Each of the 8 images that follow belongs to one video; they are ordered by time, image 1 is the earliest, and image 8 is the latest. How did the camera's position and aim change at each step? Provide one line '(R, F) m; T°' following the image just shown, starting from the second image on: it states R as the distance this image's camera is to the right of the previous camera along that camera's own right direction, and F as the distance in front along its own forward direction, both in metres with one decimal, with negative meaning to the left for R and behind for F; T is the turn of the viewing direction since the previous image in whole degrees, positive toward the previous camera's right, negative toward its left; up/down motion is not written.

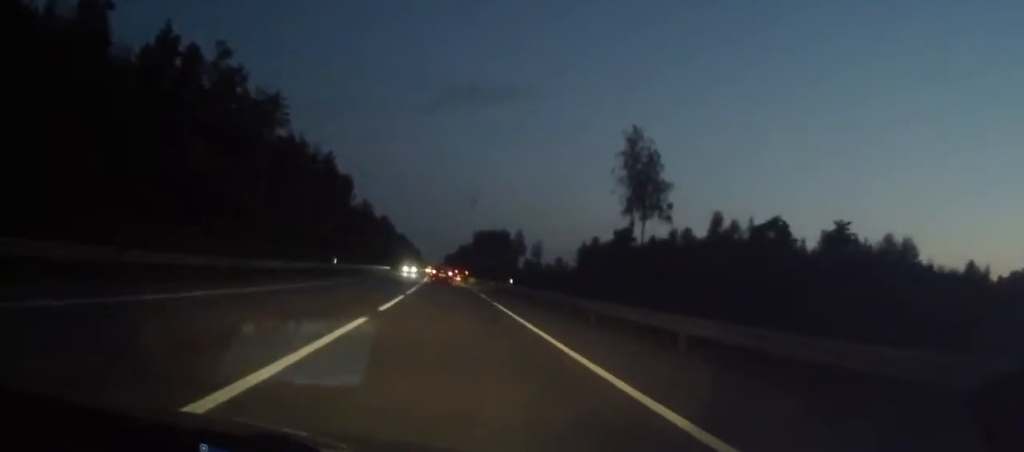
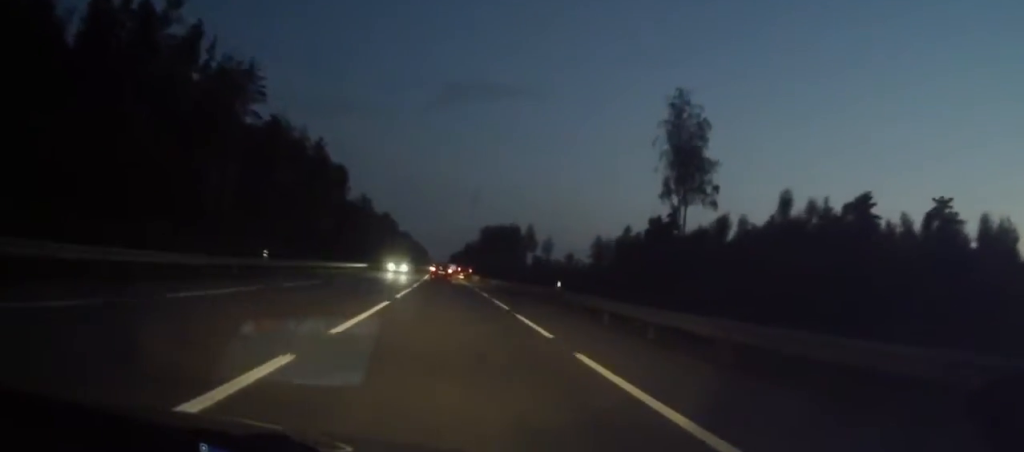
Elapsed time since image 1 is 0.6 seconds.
(-0.2, +18.3) m; -1°
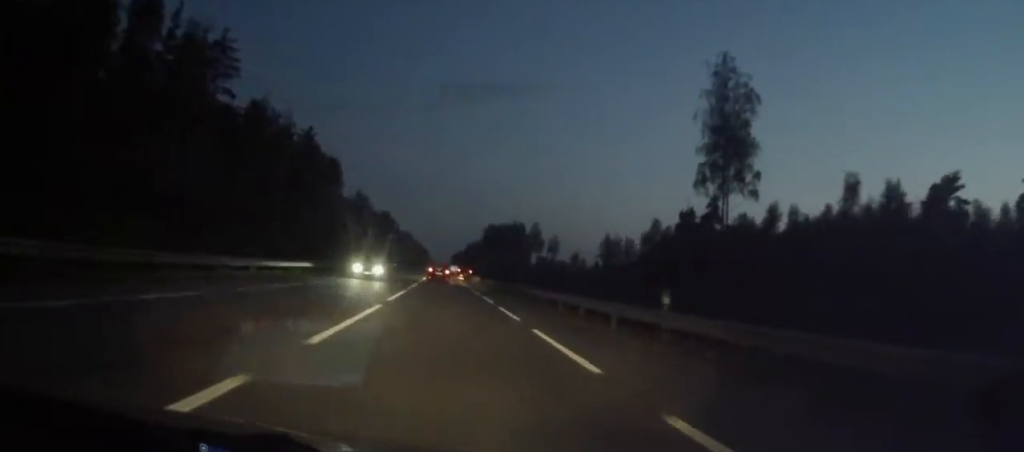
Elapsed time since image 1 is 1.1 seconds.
(0.0, +13.4) m; -1°
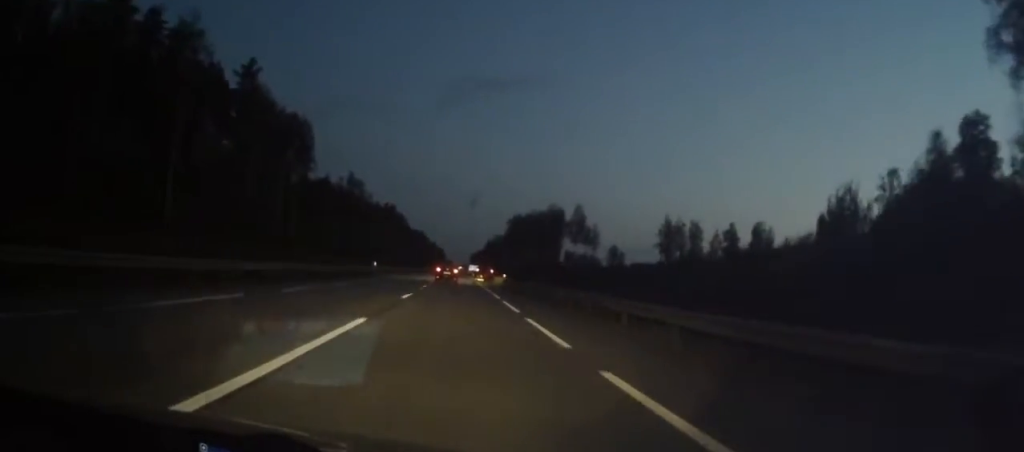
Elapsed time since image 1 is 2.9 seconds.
(-1.4, +52.5) m; -2°
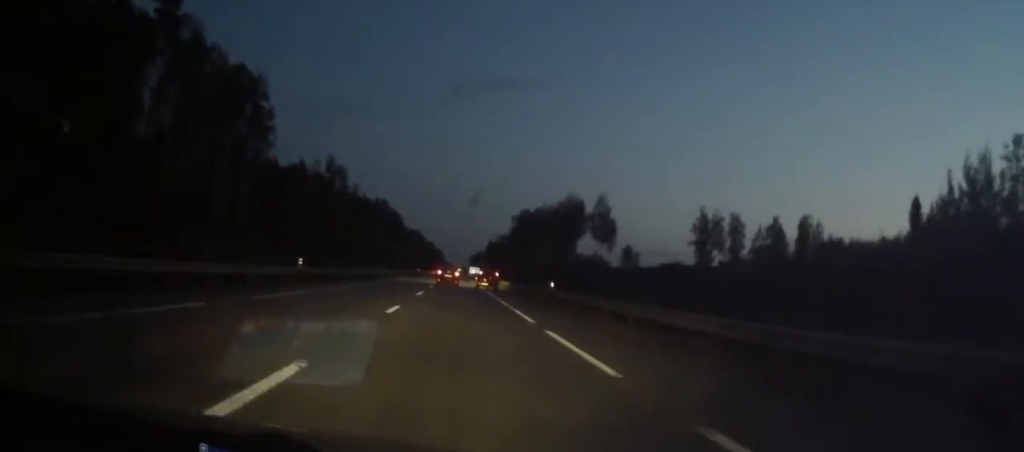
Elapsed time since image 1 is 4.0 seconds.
(+0.3, +30.5) m; 0°
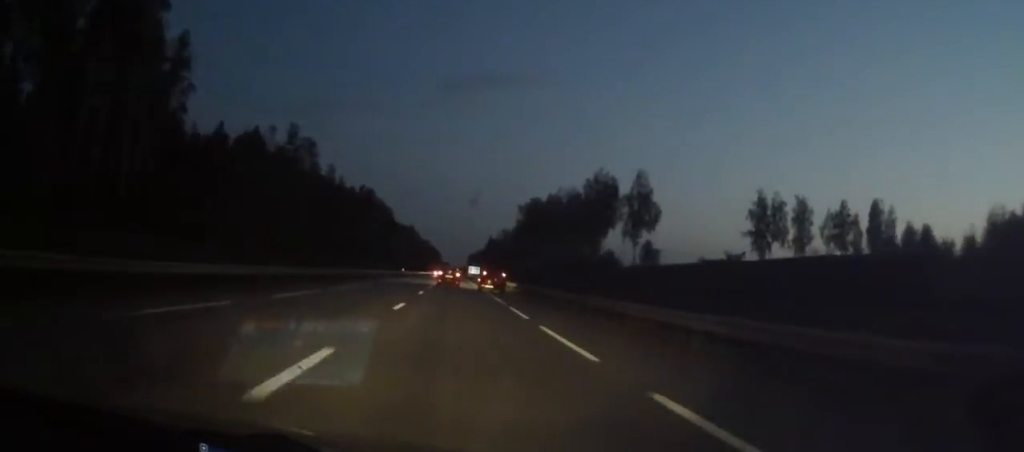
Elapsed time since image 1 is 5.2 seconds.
(-0.4, +35.1) m; -1°
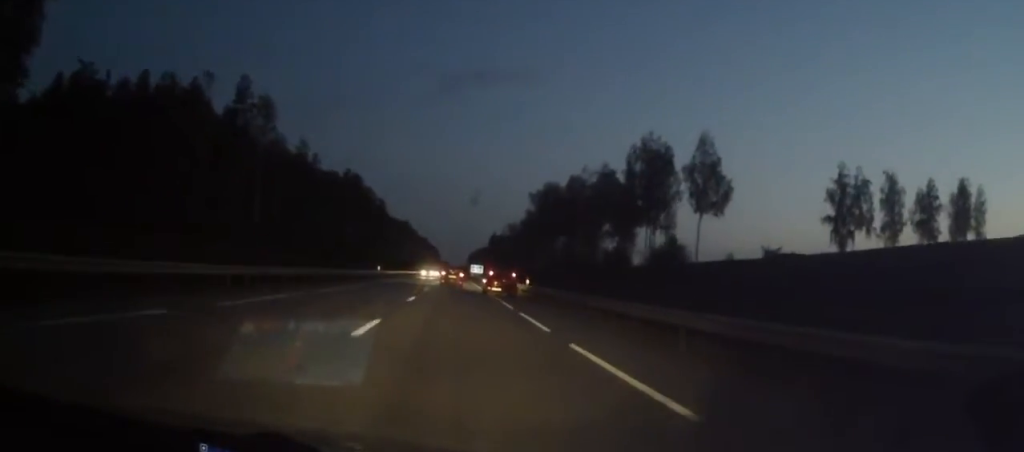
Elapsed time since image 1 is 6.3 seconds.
(0.0, +31.1) m; 0°
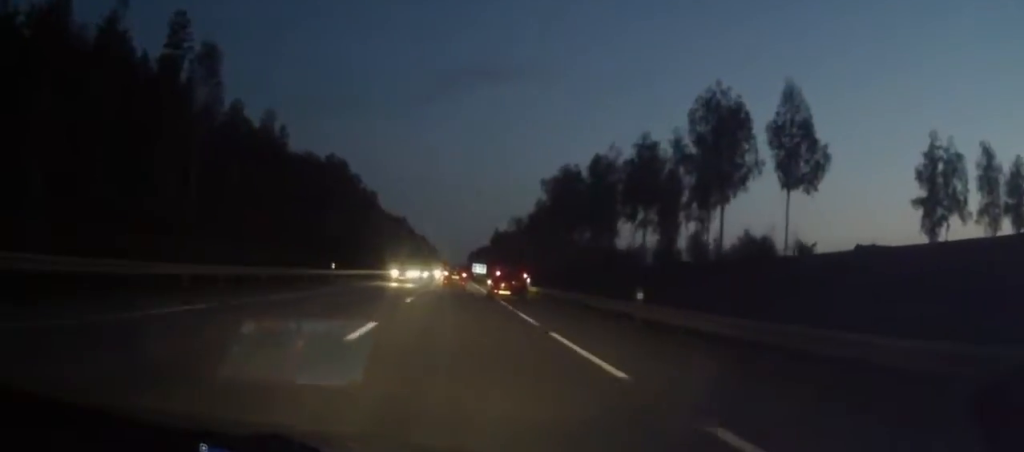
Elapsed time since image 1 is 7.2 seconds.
(0.0, +24.4) m; 0°
